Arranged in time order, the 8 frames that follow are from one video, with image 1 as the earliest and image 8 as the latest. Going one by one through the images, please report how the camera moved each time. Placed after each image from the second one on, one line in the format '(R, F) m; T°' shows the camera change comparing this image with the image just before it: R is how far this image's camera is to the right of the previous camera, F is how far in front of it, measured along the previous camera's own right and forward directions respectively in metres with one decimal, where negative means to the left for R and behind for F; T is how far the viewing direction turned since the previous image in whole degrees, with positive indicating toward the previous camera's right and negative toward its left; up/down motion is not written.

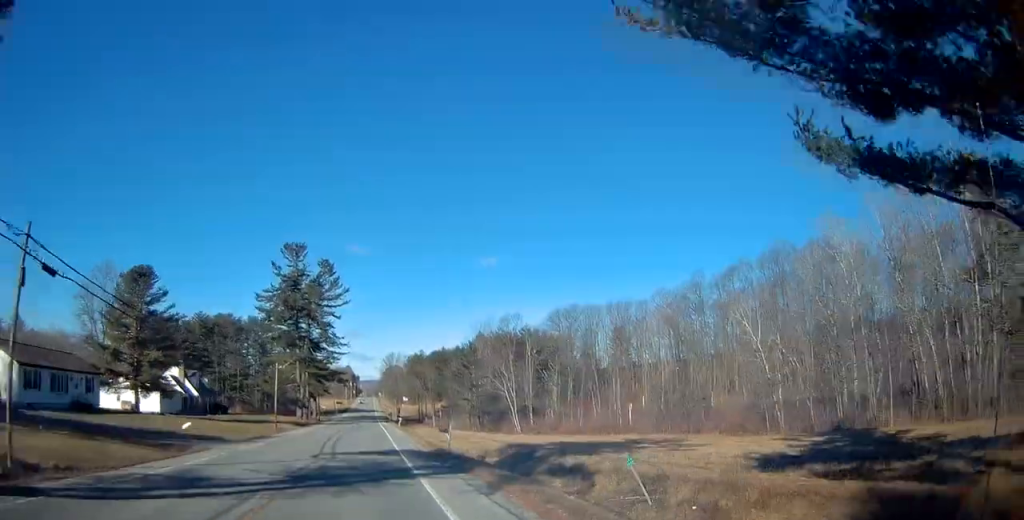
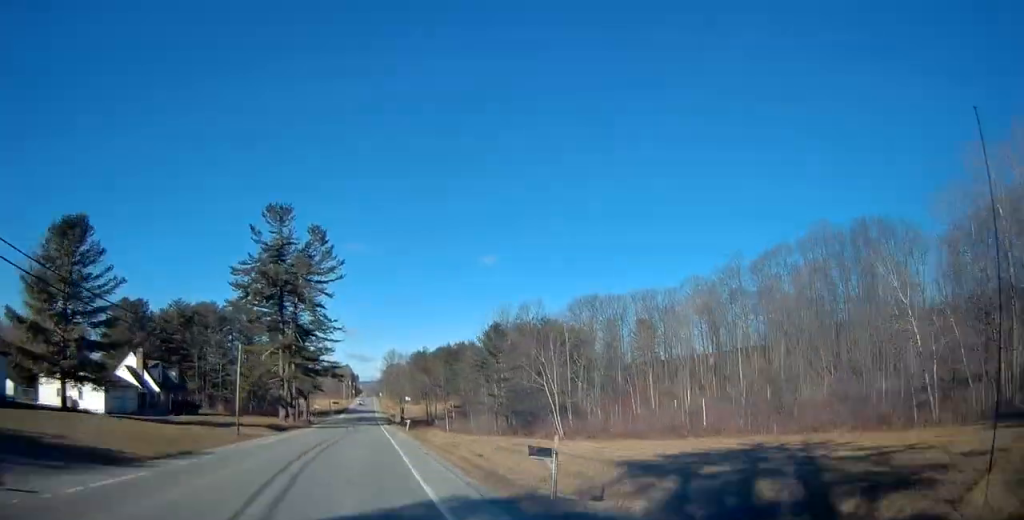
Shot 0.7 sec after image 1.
(0.0, +17.0) m; 0°
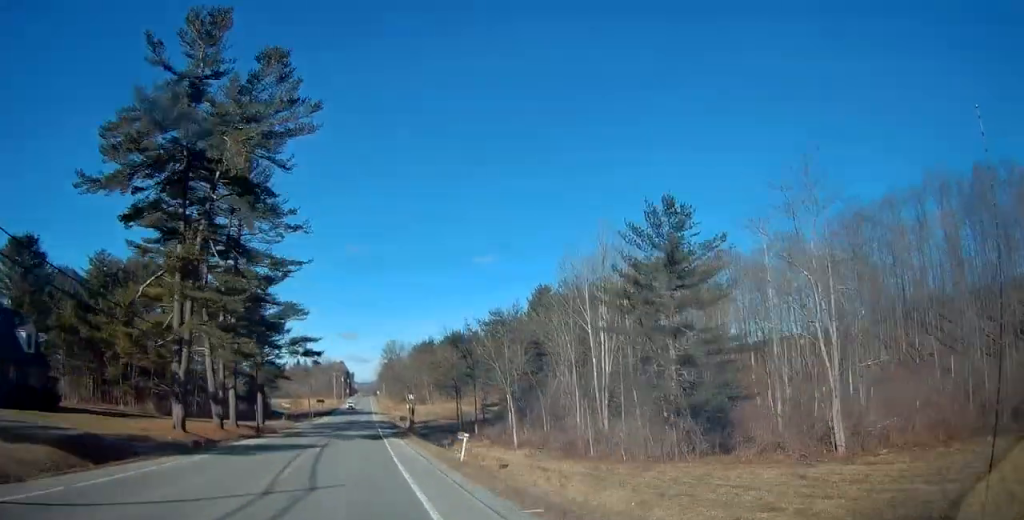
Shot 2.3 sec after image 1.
(-0.4, +38.6) m; -1°
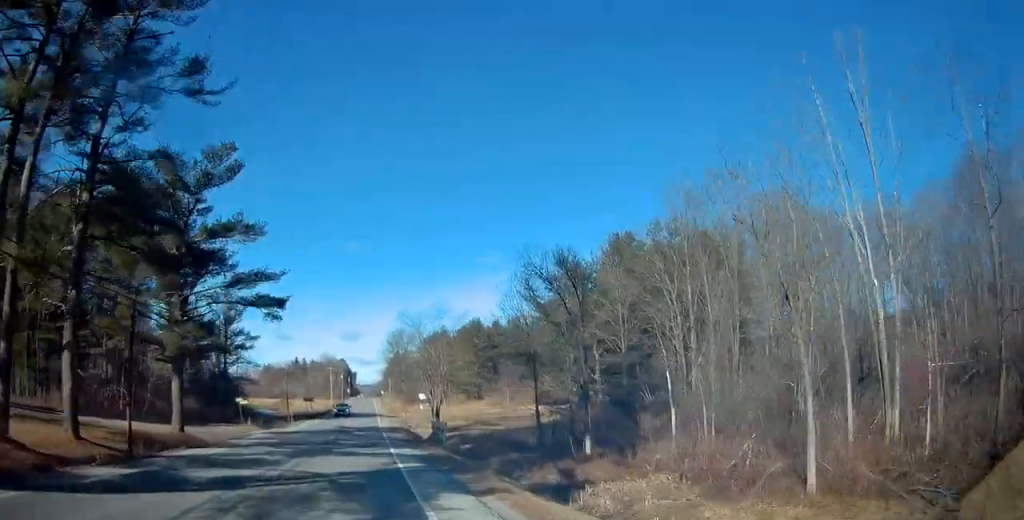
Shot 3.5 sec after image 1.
(+0.1, +28.6) m; +1°
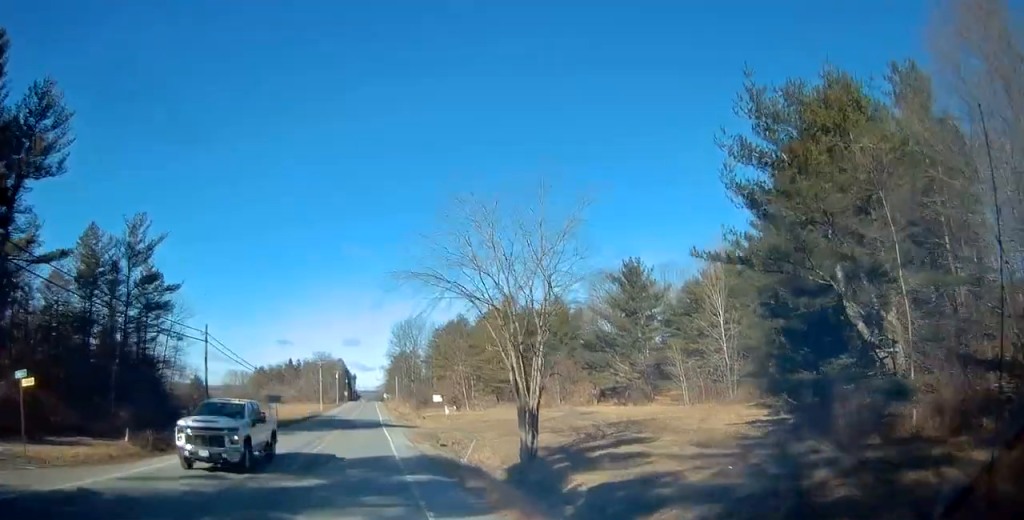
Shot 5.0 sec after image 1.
(+0.1, +34.4) m; -1°
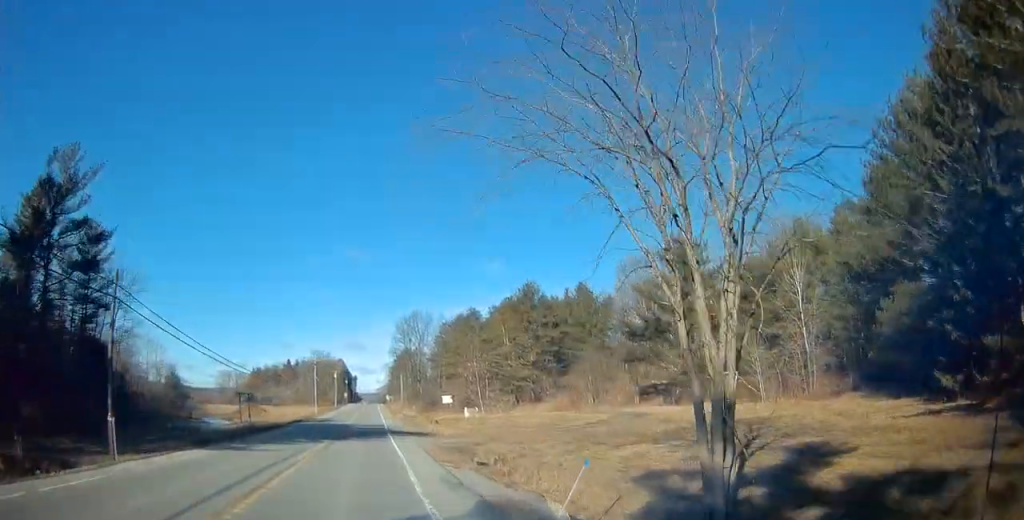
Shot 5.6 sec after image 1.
(-0.1, +13.8) m; 0°
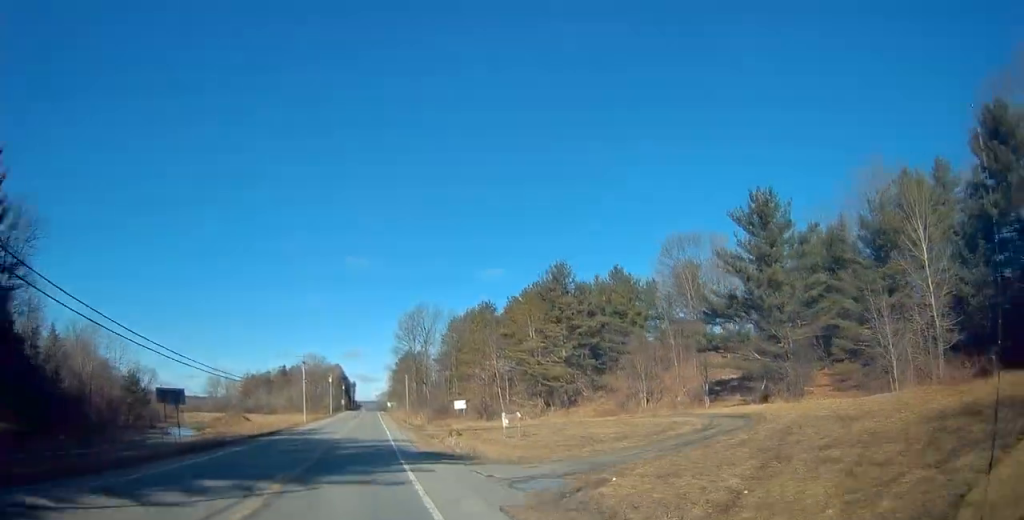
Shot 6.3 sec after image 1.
(0.0, +16.8) m; 0°
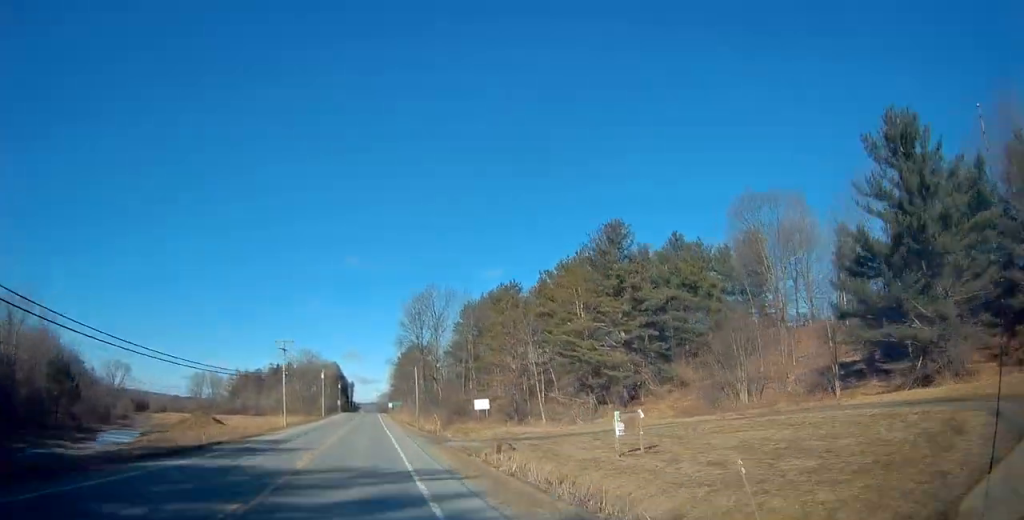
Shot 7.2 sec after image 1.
(0.0, +19.7) m; 0°
